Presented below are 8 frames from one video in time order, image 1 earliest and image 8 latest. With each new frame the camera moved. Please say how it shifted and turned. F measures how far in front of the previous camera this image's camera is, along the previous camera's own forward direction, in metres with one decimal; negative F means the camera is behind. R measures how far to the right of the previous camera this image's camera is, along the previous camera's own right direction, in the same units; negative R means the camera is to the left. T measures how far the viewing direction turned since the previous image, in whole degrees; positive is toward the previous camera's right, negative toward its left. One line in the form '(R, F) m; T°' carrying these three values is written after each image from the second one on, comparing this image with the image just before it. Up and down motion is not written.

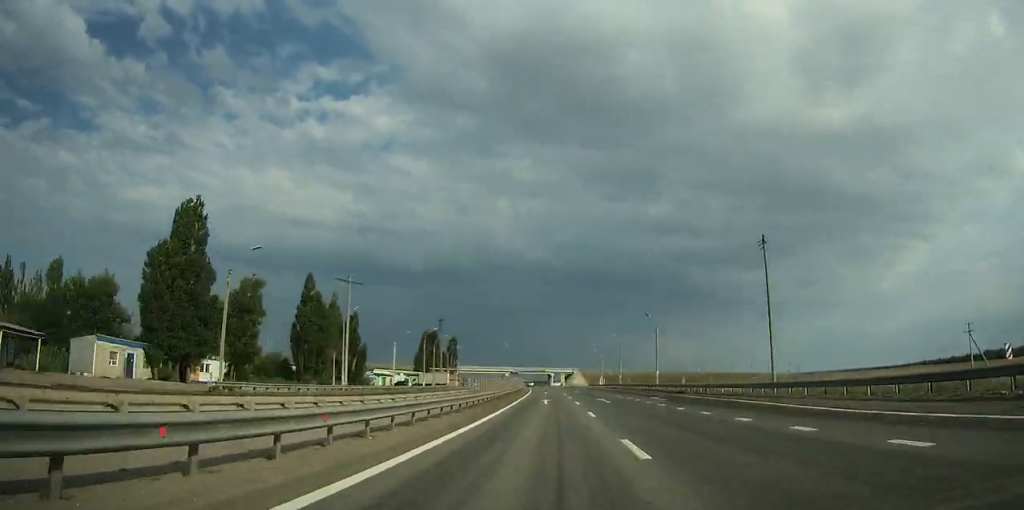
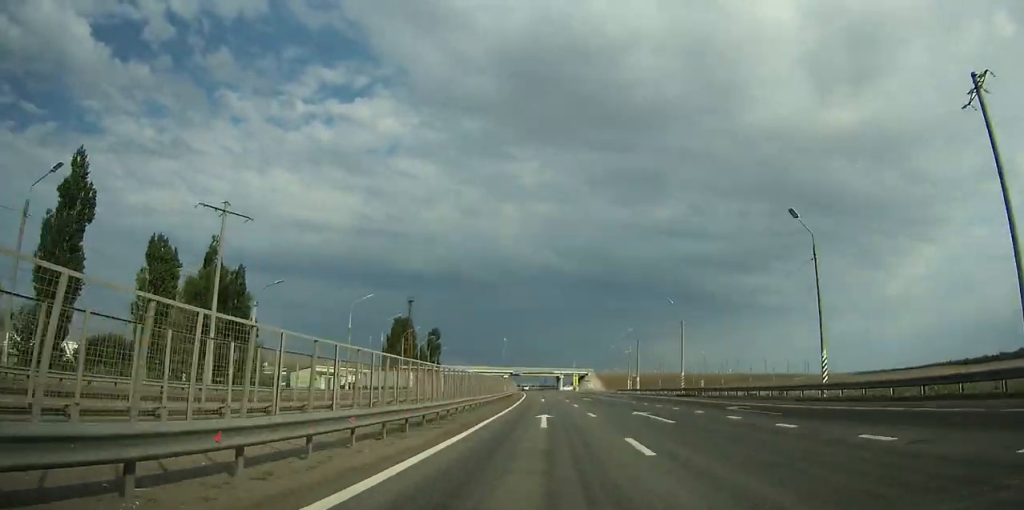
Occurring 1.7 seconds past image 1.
(-0.4, +48.5) m; -1°
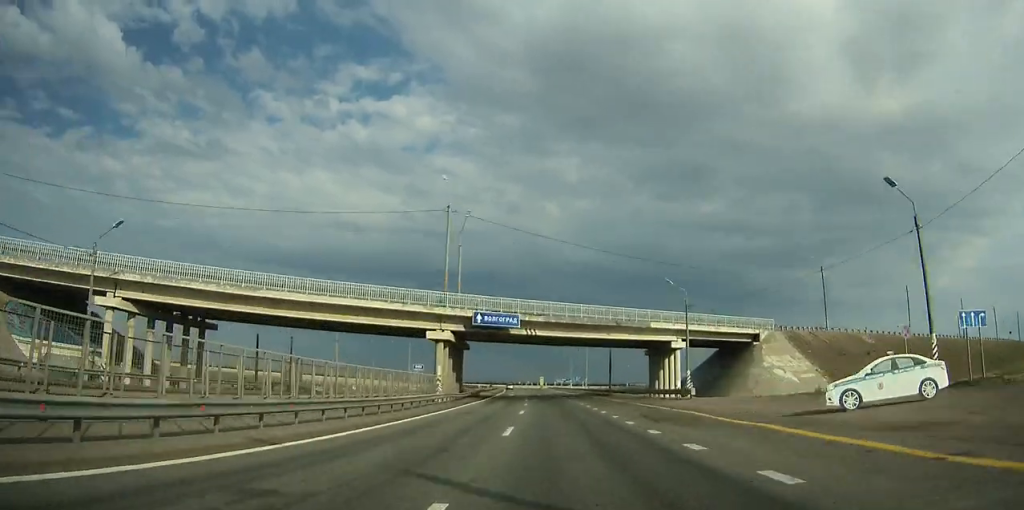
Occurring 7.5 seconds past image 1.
(-4.9, +162.1) m; -4°
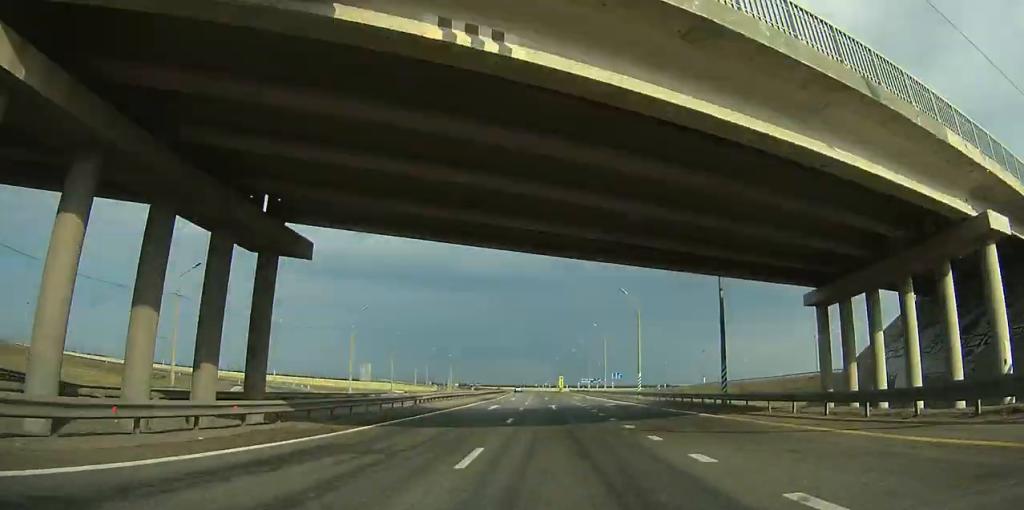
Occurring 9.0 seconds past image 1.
(-0.5, +40.6) m; -1°
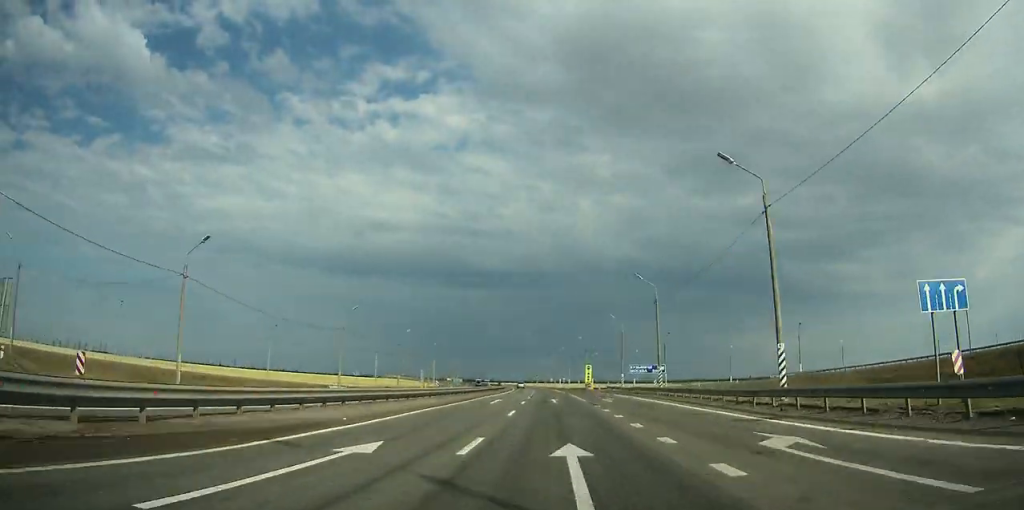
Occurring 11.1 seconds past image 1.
(-1.2, +56.4) m; -2°
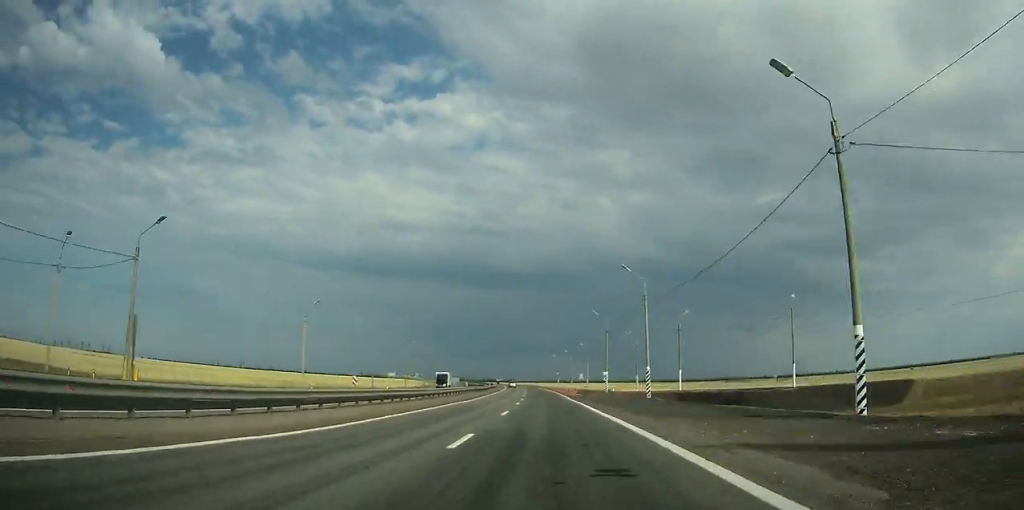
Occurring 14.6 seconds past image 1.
(-2.6, +96.4) m; -3°
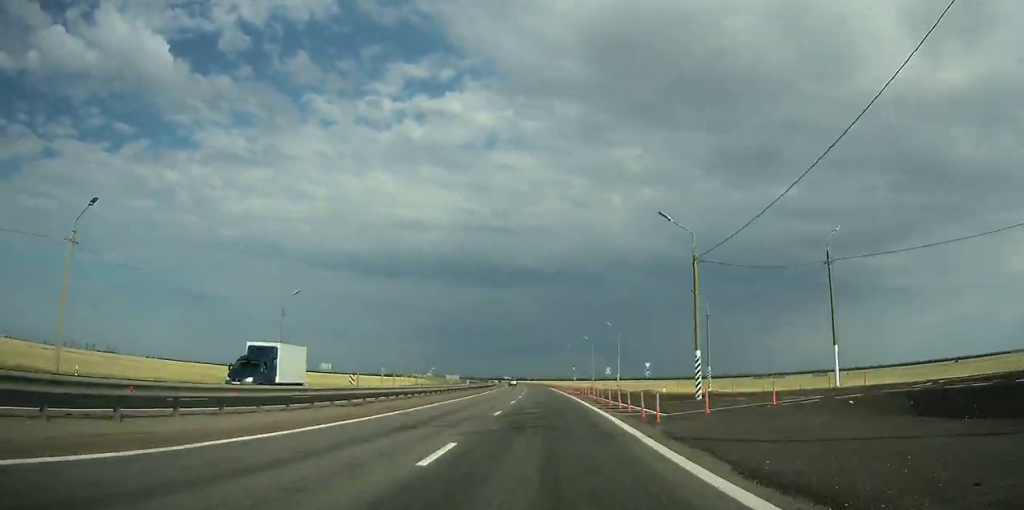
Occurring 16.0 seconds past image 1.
(-0.2, +39.4) m; -1°
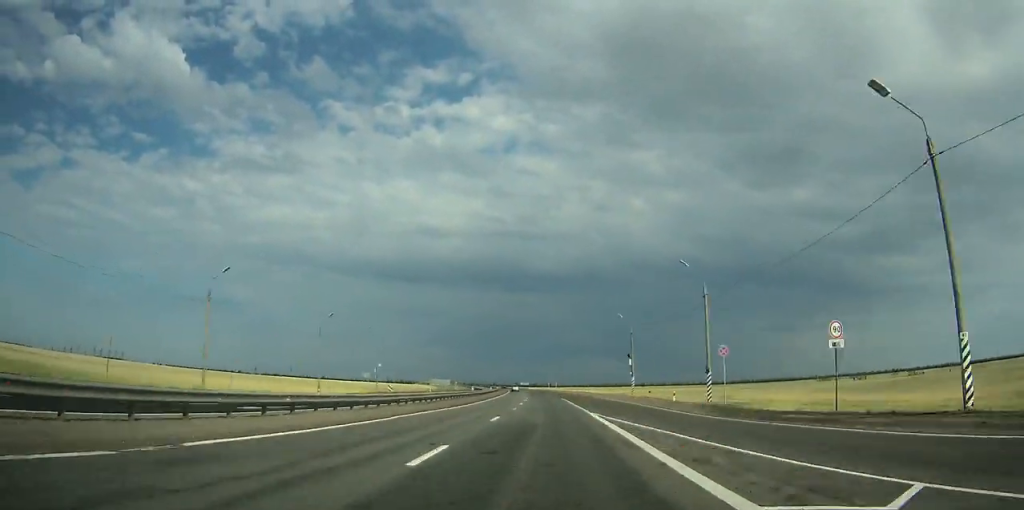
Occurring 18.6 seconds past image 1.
(-1.4, +73.3) m; -2°
